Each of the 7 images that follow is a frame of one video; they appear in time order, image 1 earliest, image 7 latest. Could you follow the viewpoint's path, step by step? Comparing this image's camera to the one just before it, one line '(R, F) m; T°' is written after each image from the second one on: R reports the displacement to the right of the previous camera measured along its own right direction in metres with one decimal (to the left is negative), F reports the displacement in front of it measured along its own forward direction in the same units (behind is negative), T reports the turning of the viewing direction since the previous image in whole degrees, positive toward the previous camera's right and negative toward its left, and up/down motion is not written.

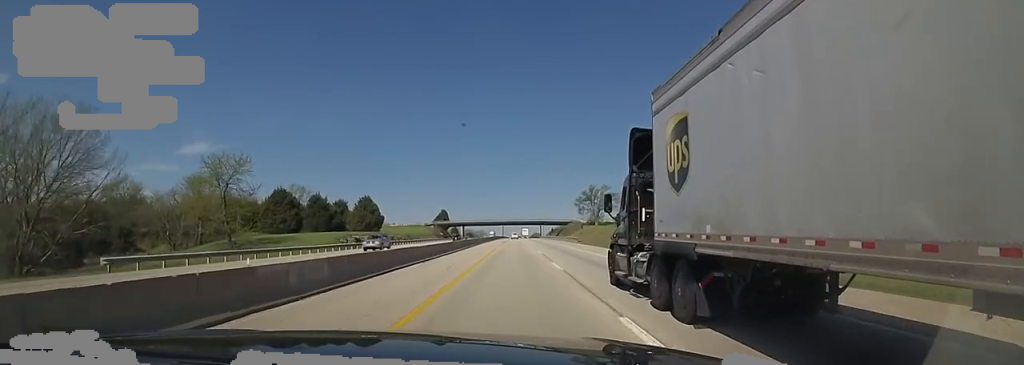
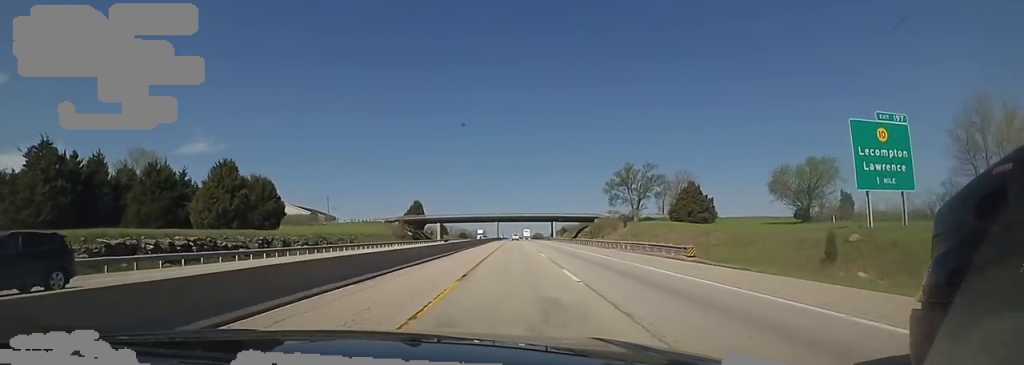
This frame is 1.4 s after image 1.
(+1.2, +49.7) m; +2°
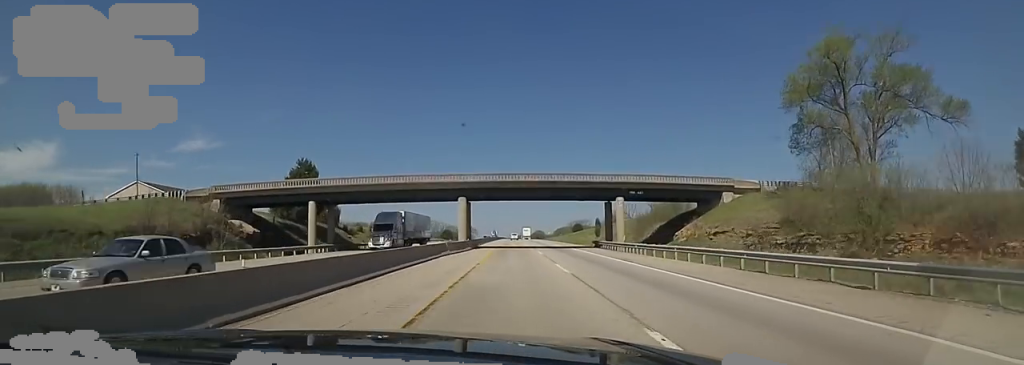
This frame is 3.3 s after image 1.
(-1.1, +71.4) m; -2°
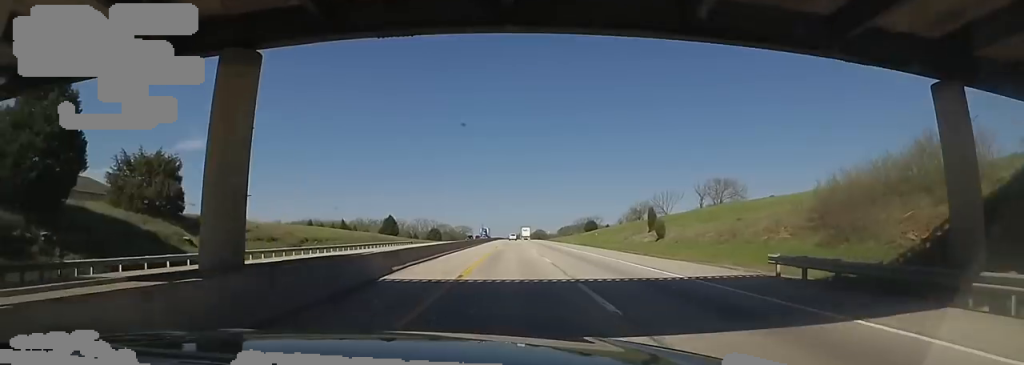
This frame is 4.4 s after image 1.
(0.0, +39.0) m; 0°
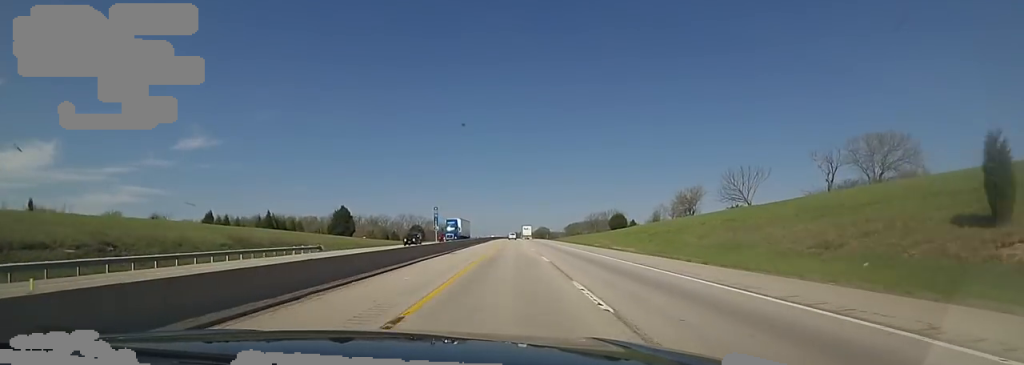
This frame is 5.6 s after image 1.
(0.0, +45.1) m; 0°
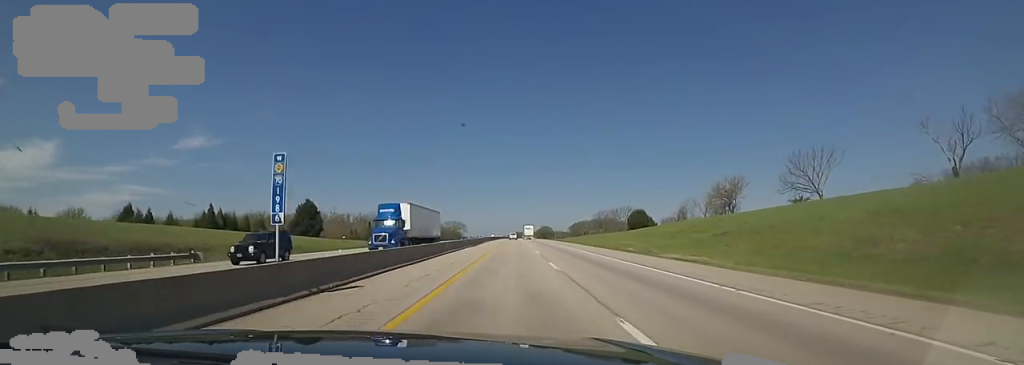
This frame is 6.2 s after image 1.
(0.0, +20.7) m; +1°
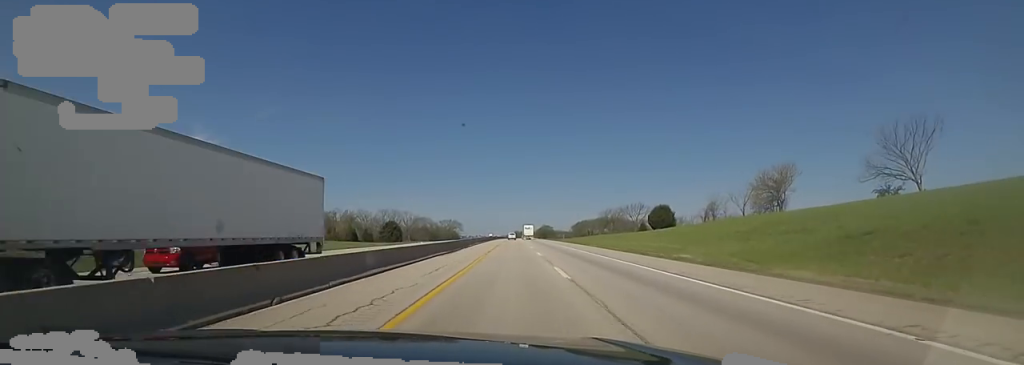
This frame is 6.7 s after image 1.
(-0.2, +18.2) m; +1°
